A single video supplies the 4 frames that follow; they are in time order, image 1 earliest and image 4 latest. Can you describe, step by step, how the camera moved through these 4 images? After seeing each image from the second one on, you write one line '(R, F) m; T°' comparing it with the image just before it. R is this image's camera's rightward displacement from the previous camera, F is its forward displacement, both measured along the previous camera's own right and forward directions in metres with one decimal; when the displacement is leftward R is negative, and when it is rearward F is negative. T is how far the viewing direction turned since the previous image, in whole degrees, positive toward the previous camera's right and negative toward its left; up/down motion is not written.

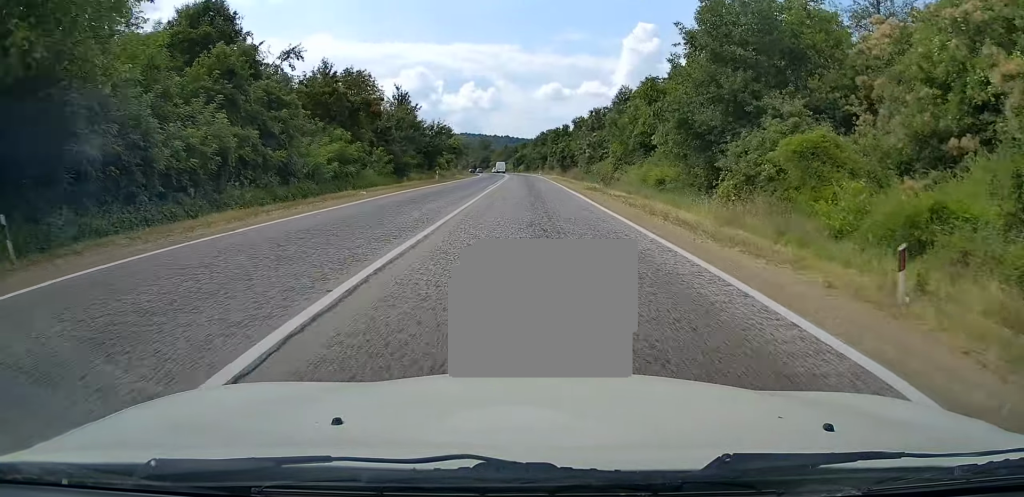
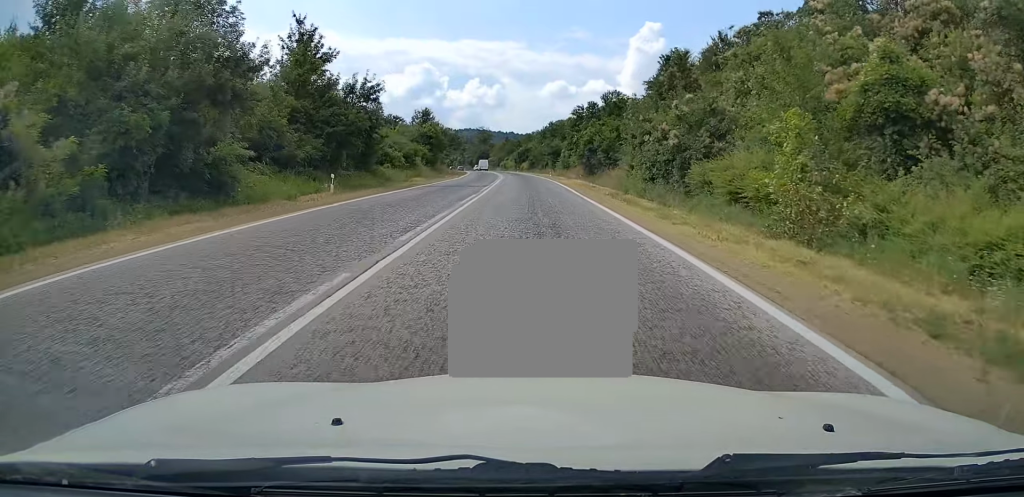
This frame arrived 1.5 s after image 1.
(-0.2, +31.8) m; -1°
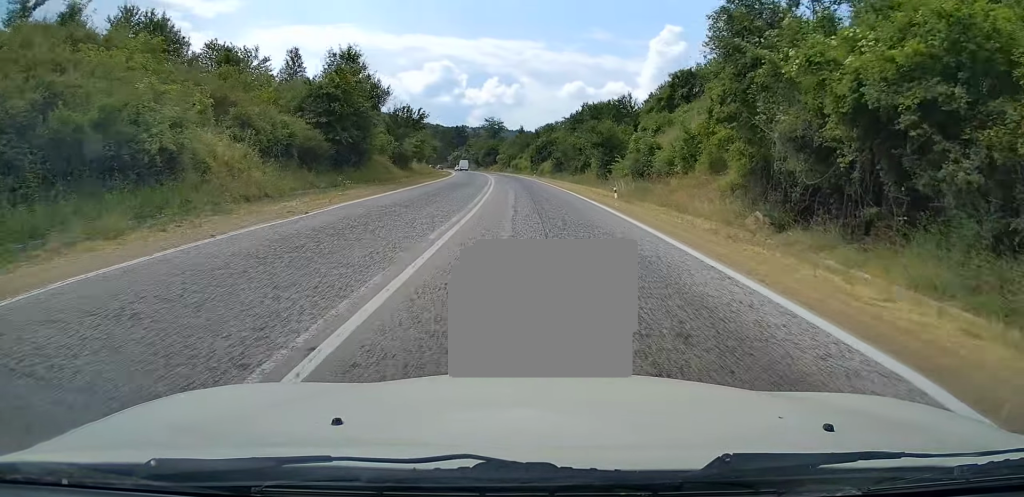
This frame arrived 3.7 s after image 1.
(-0.2, +44.8) m; -1°
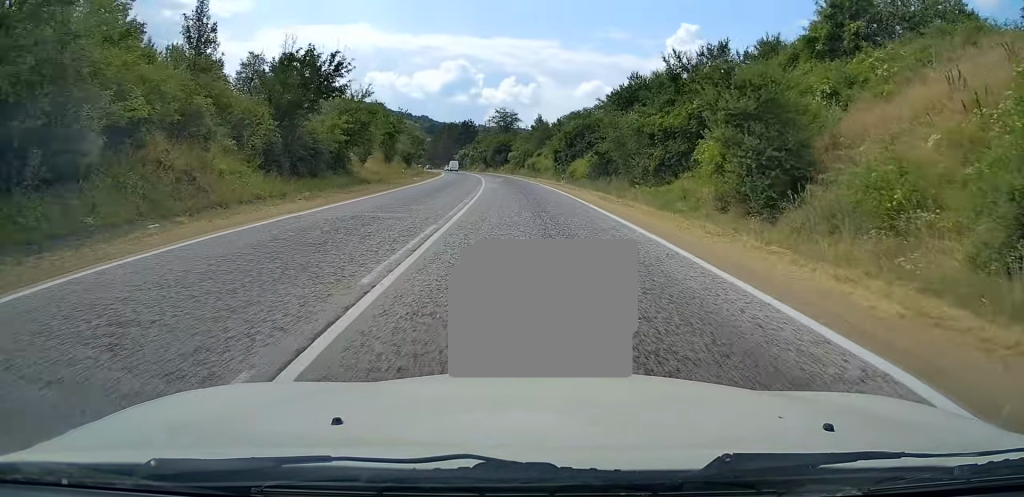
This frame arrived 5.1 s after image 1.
(-0.5, +30.9) m; -2°
